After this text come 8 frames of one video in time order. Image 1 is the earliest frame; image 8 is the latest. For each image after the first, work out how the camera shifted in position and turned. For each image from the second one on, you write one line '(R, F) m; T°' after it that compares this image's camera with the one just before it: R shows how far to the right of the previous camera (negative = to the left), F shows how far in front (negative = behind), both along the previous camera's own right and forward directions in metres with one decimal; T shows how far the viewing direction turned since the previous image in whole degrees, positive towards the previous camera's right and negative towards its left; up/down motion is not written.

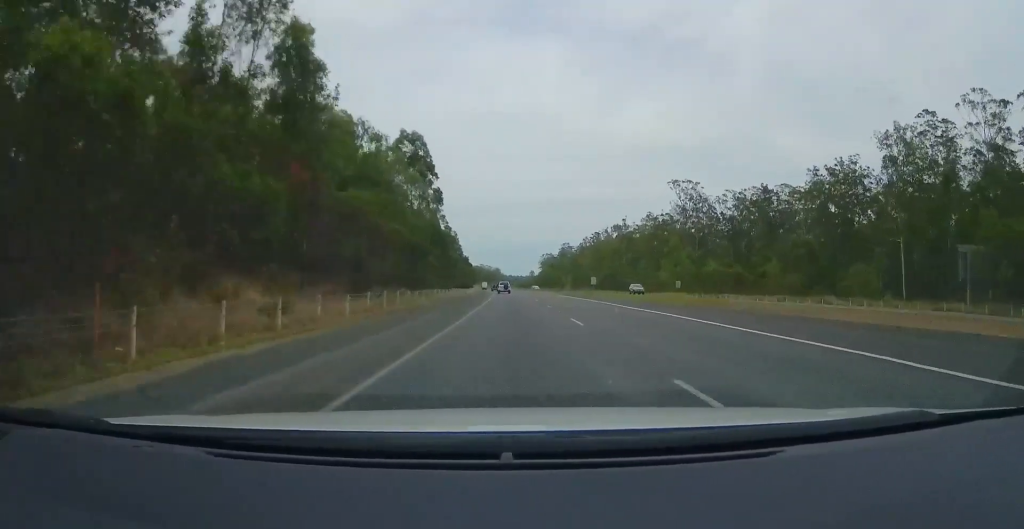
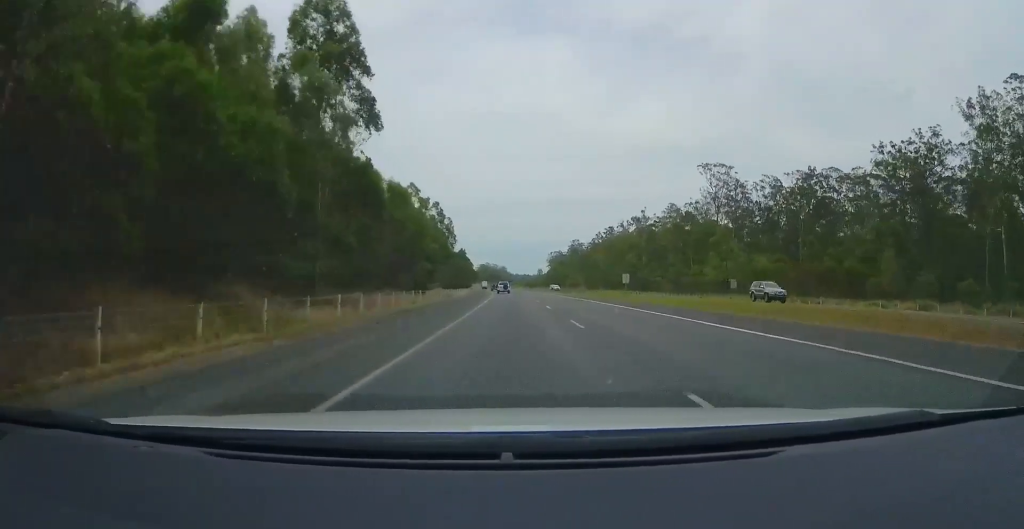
(-0.3, +24.6) m; 0°
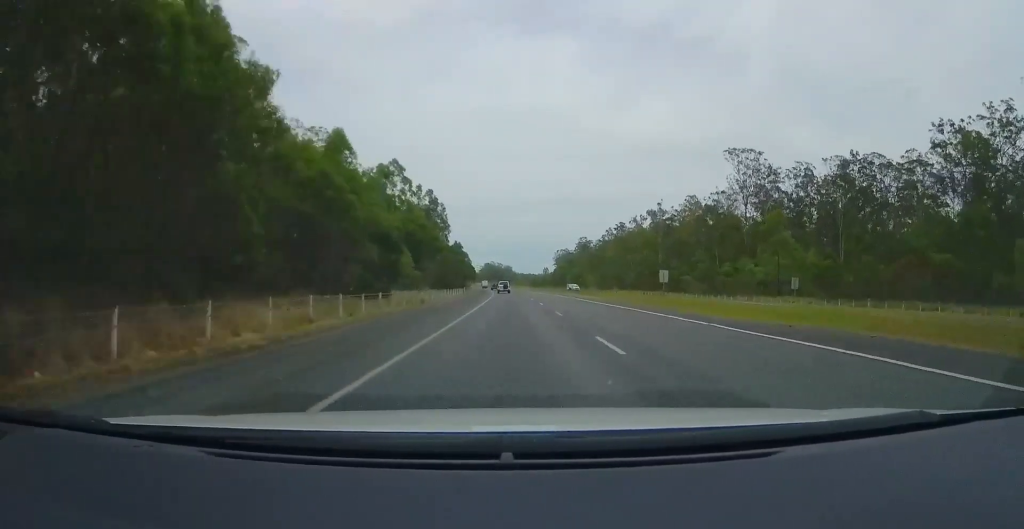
(+0.3, +17.1) m; -1°
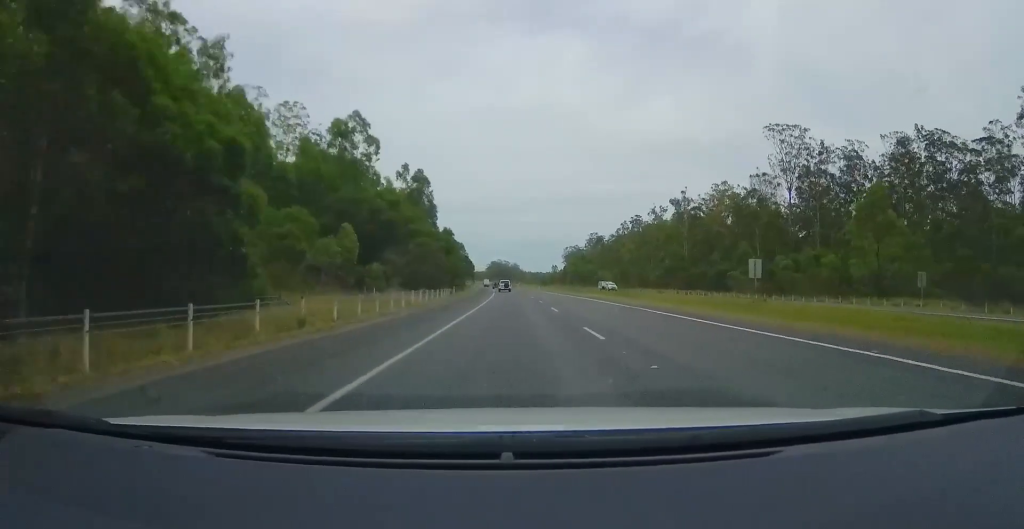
(+0.1, +21.9) m; -1°
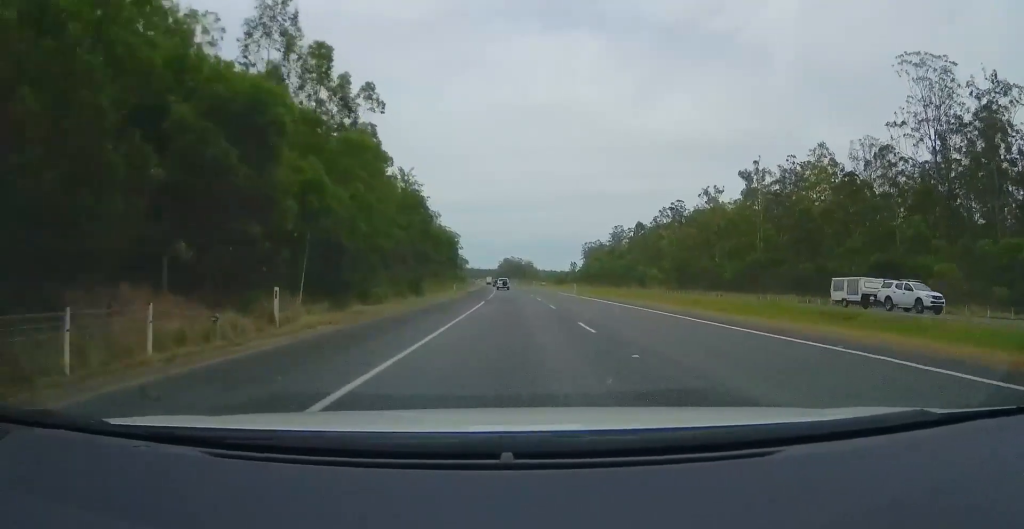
(-1.2, +44.9) m; -2°
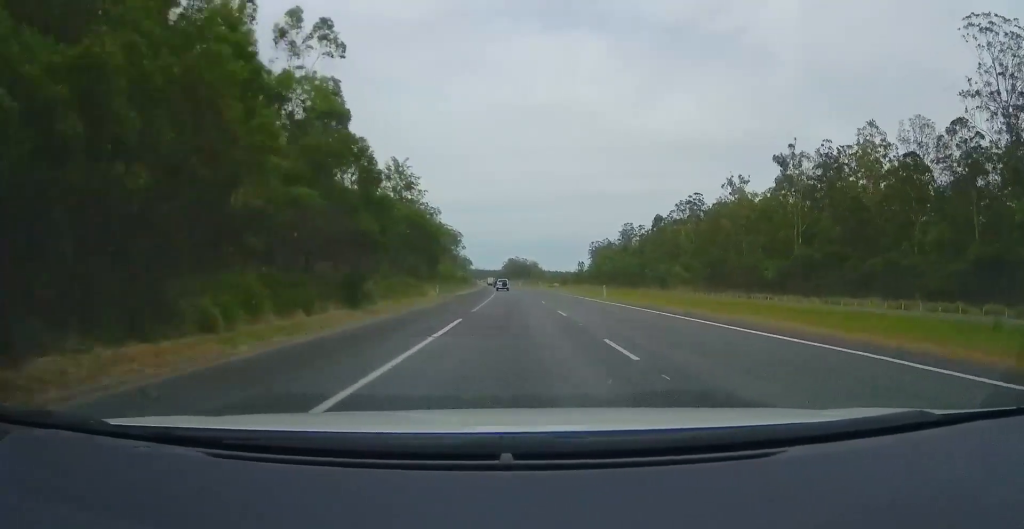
(0.0, +15.7) m; -1°
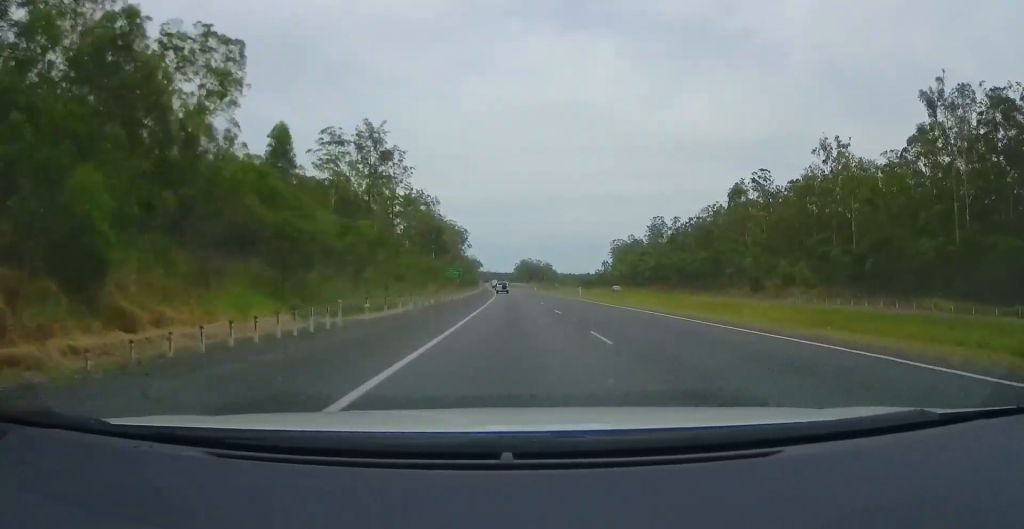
(-1.2, +44.7) m; -1°
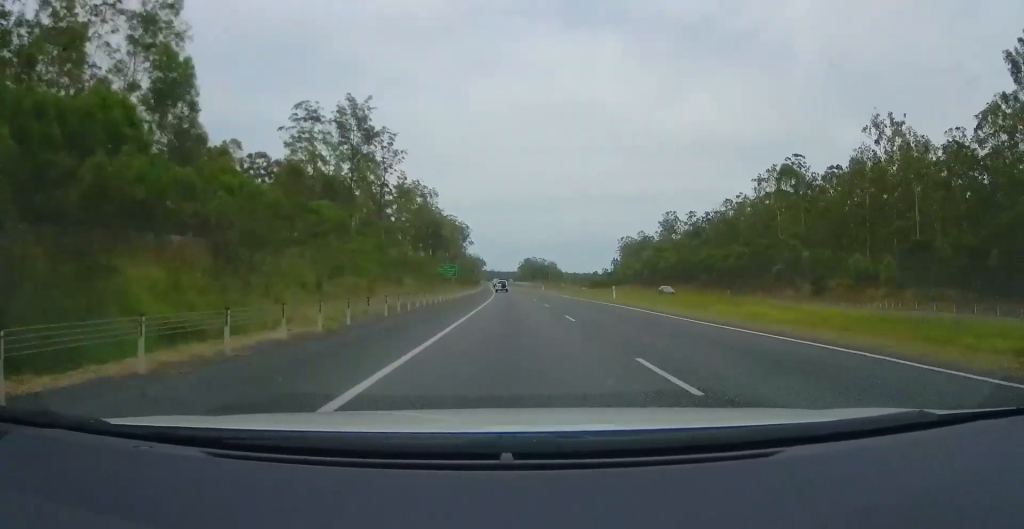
(0.0, +17.0) m; 0°
